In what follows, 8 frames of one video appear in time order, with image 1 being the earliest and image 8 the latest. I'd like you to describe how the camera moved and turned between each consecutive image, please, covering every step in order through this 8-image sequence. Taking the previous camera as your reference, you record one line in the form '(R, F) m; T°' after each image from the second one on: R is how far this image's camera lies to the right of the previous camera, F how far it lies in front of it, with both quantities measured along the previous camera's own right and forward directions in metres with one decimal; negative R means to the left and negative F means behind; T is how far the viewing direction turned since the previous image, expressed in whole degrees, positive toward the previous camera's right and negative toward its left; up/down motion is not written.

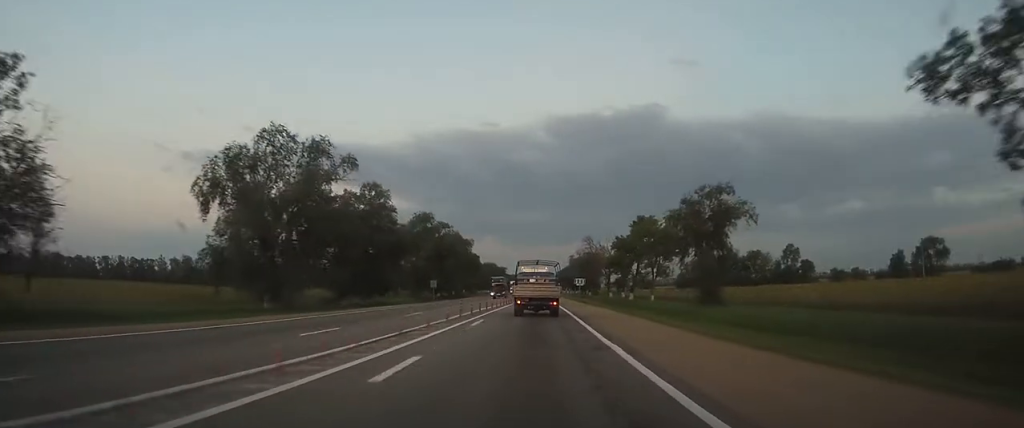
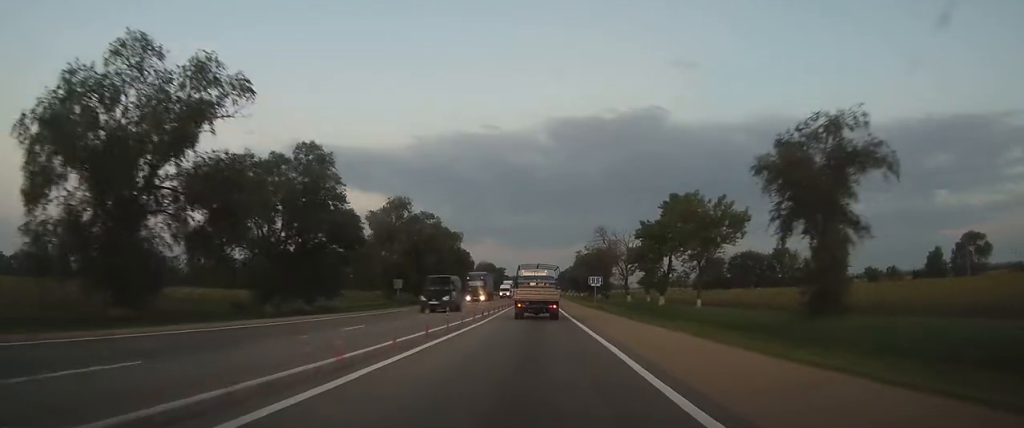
(0.0, +21.5) m; 0°
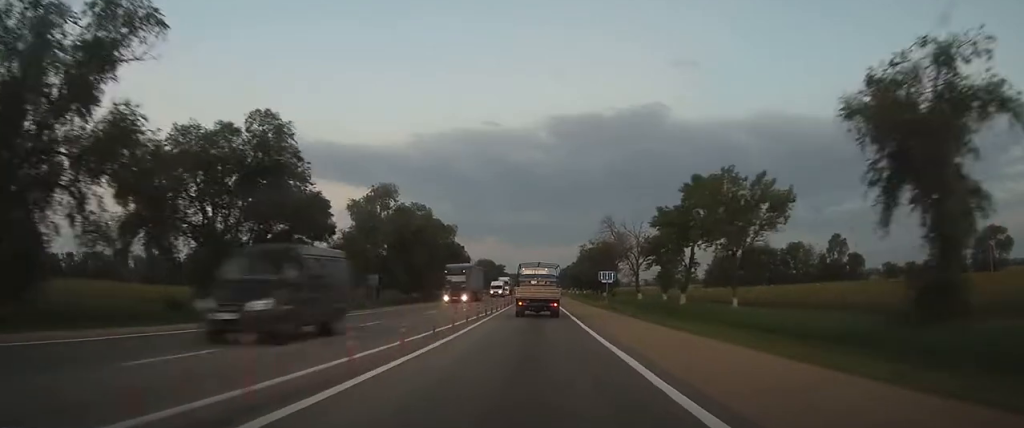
(0.0, +9.6) m; 0°
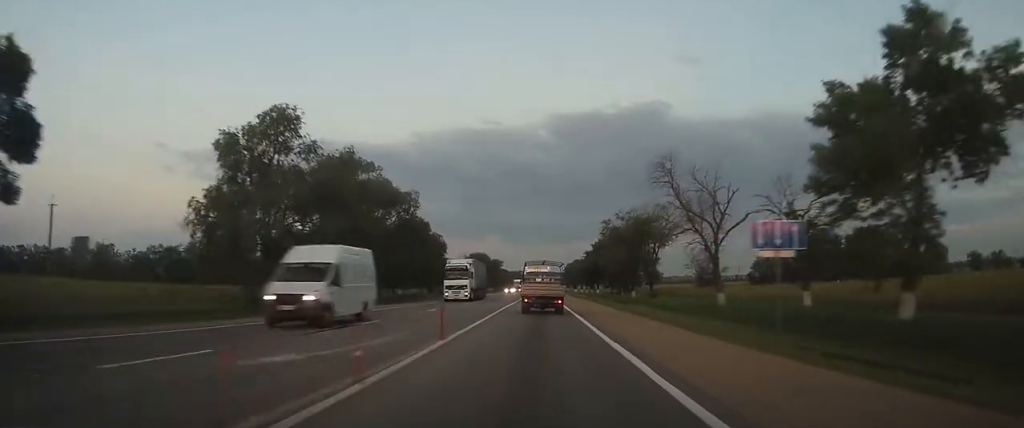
(-0.1, +36.3) m; 0°
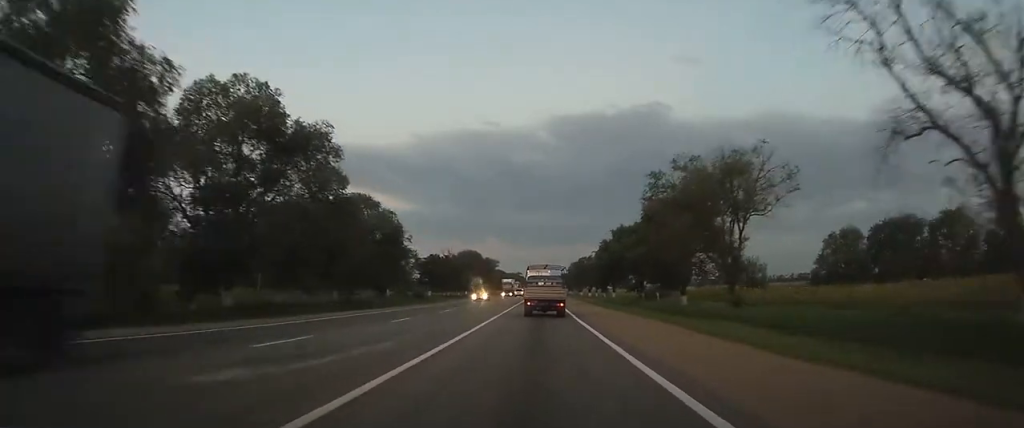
(+0.1, +31.3) m; 0°
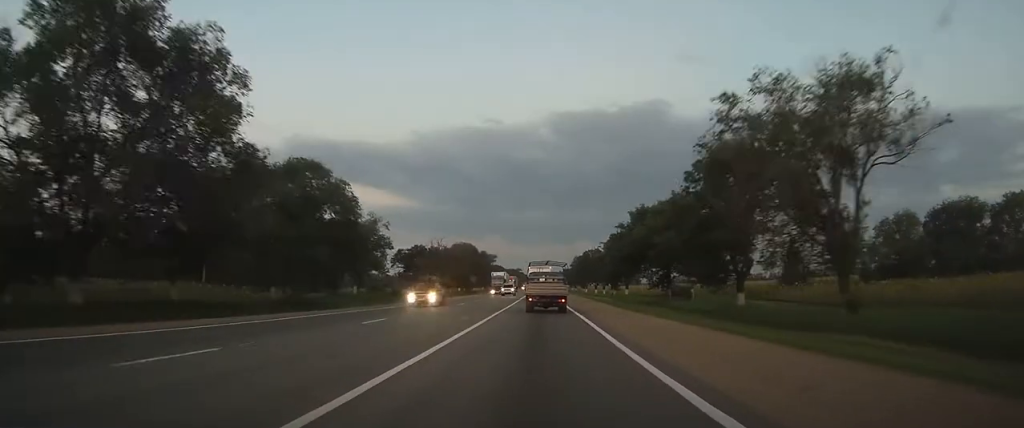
(0.0, +16.5) m; 0°
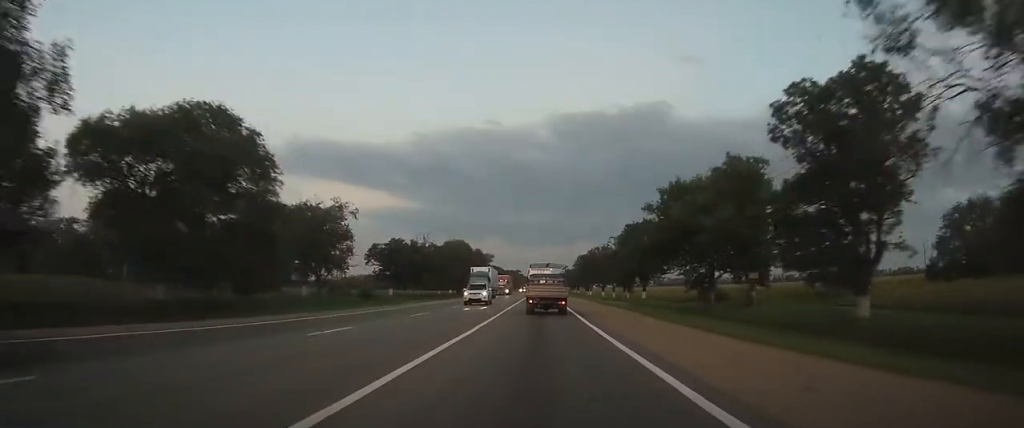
(0.0, +16.5) m; 0°
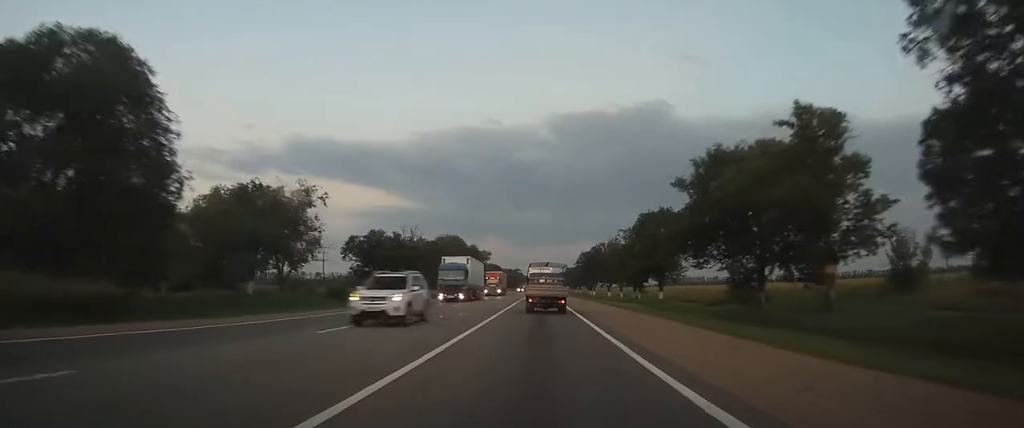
(0.0, +11.3) m; 0°
